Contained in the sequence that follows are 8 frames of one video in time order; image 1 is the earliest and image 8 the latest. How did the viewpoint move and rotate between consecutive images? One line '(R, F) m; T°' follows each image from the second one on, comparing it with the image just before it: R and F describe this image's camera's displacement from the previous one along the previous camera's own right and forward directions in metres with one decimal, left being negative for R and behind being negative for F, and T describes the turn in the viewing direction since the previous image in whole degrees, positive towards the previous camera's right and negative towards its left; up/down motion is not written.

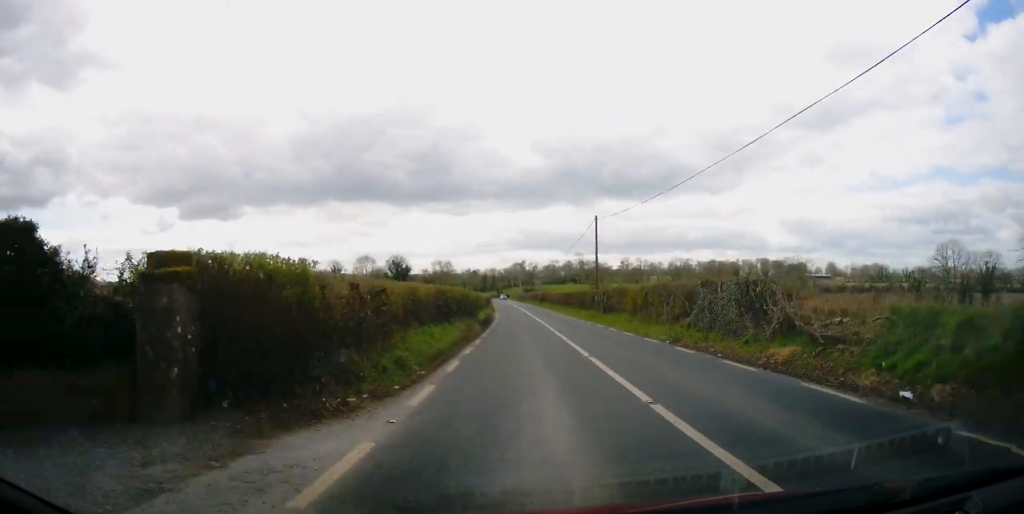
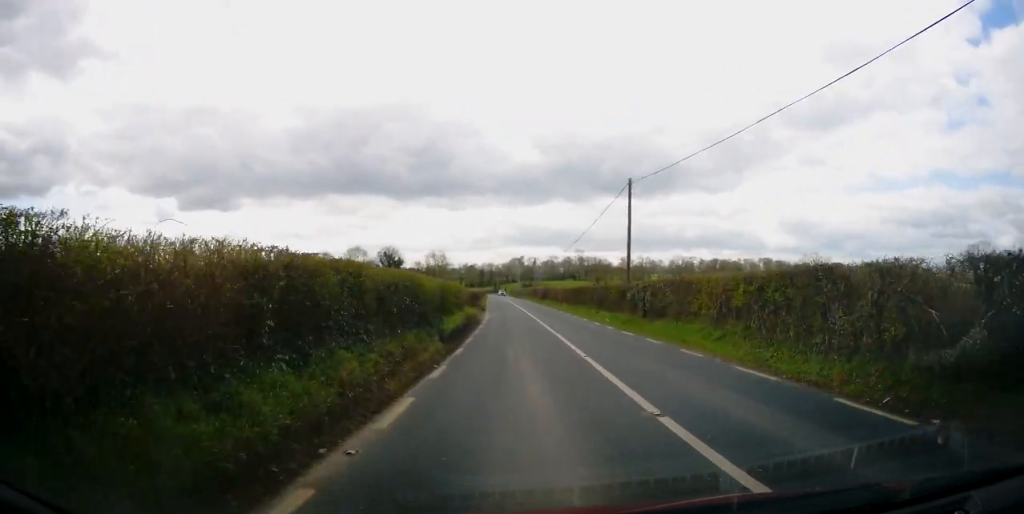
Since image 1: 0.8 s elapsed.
(+0.5, +13.0) m; +2°
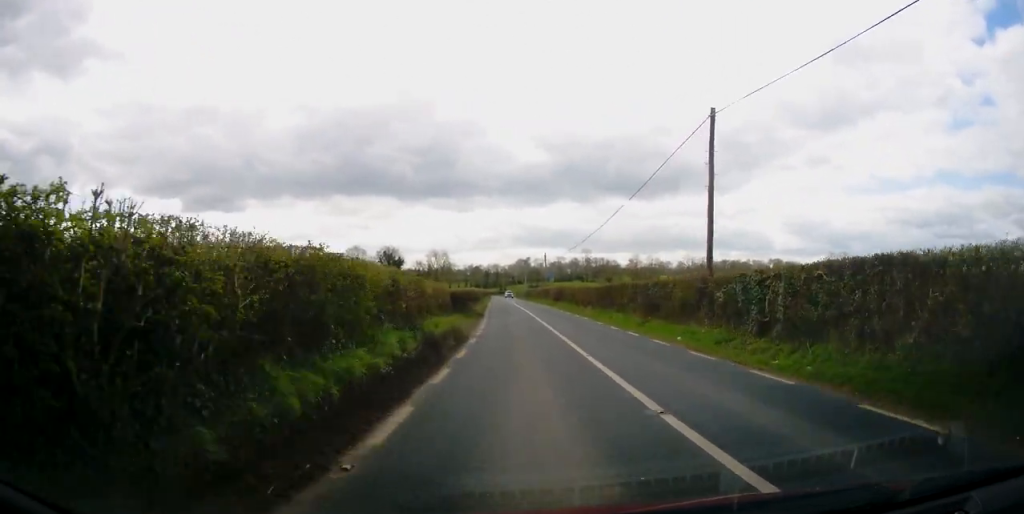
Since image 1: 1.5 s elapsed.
(0.0, +12.3) m; -1°
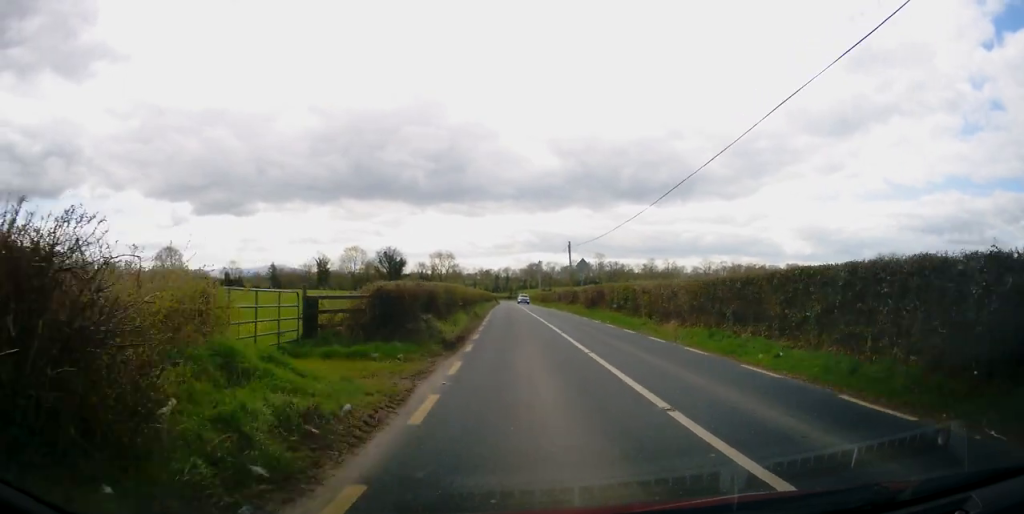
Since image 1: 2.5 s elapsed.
(-0.4, +18.7) m; -2°
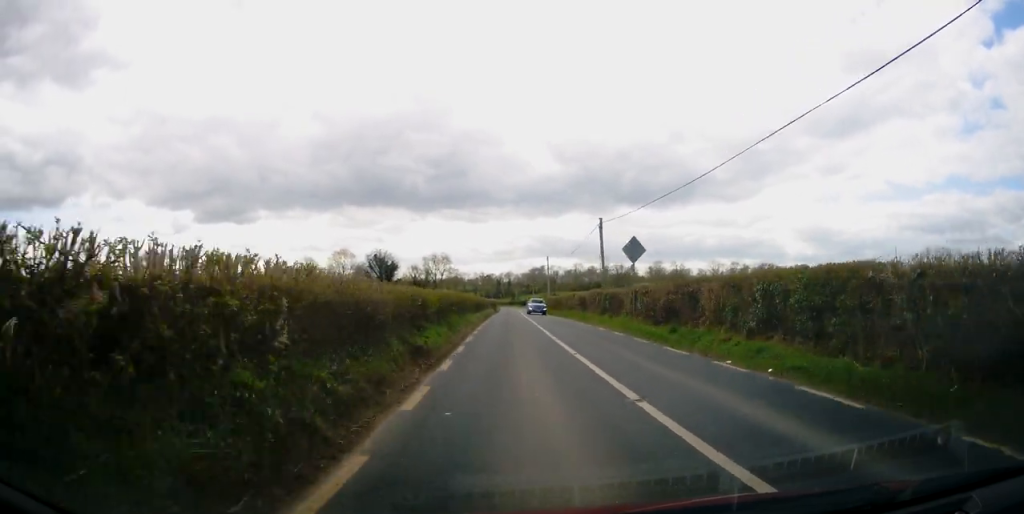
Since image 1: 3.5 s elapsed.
(-0.2, +18.8) m; 0°
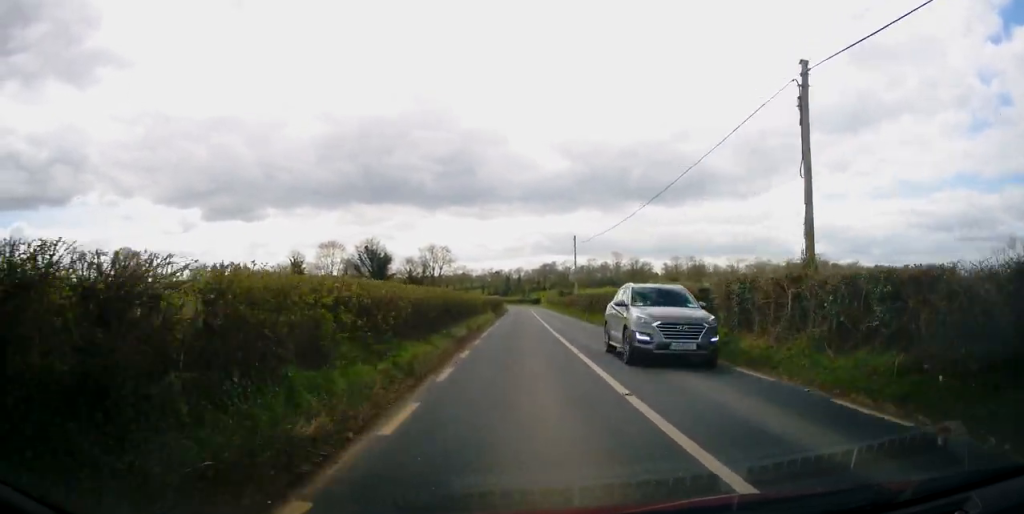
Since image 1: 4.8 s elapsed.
(+0.3, +24.6) m; -1°
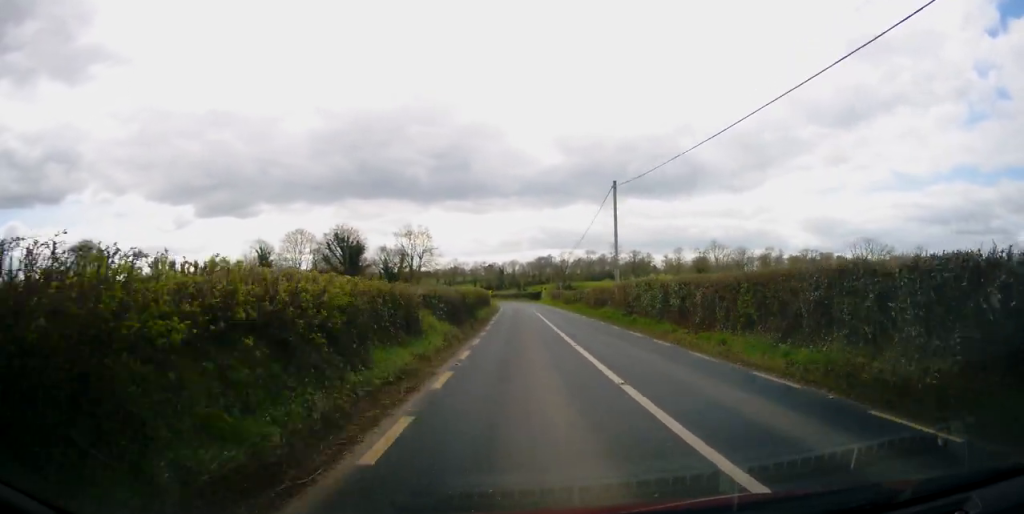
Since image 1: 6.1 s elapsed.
(-0.4, +24.4) m; +1°
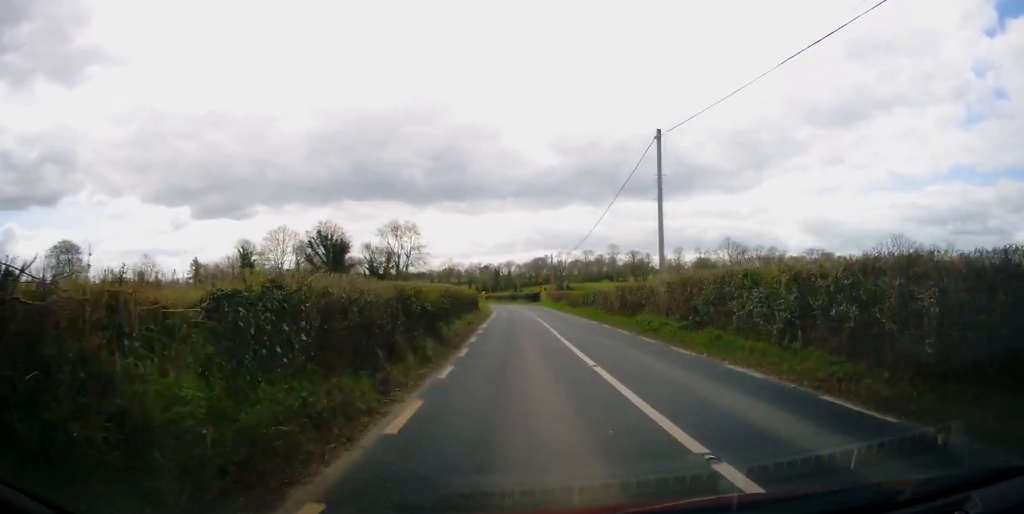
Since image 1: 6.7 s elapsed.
(+0.2, +10.6) m; +1°
